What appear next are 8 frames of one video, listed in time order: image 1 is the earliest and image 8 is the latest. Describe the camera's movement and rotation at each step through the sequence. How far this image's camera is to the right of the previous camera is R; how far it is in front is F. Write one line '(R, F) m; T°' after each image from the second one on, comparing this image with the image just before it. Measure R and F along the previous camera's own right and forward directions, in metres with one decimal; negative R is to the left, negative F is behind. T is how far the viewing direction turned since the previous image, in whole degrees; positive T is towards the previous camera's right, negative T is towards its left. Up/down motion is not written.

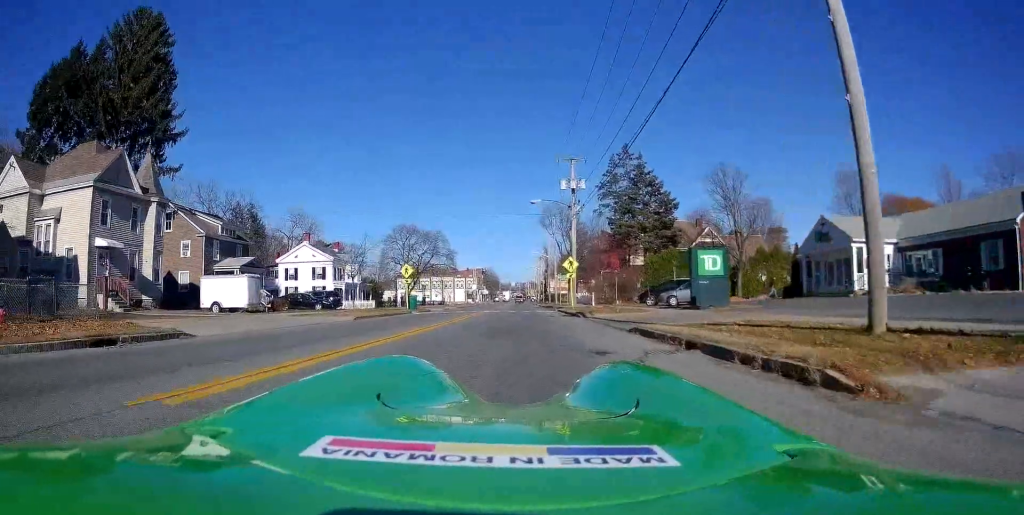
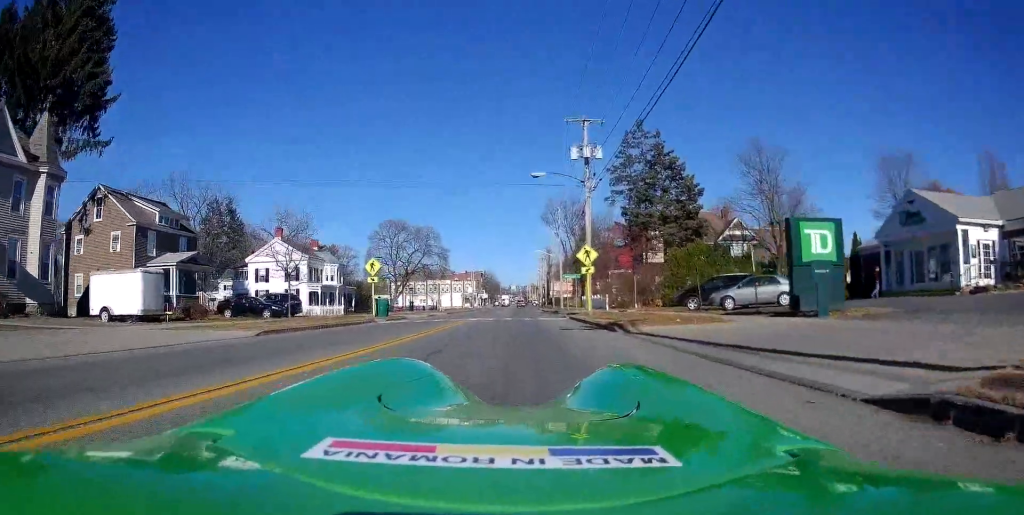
(-0.2, +10.2) m; -1°
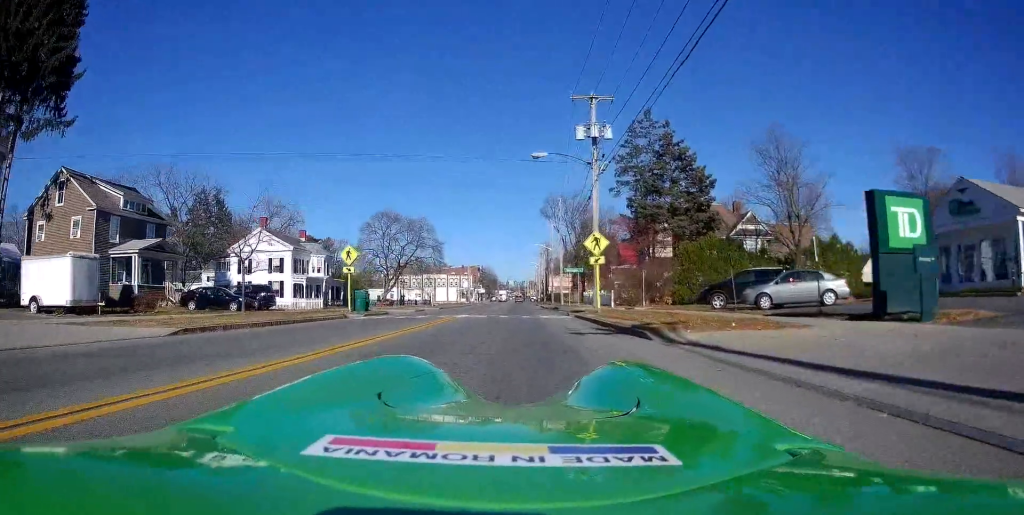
(+0.1, +4.3) m; -1°
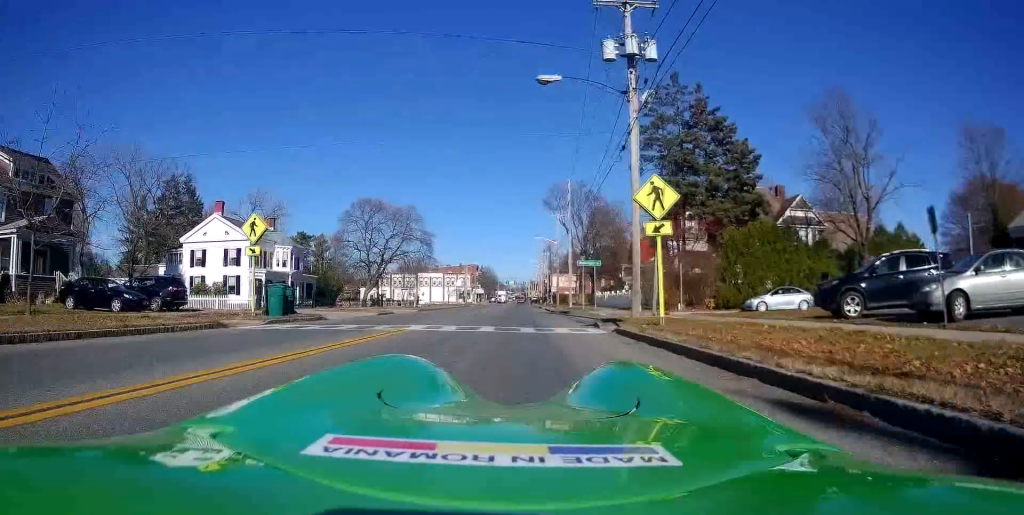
(-0.4, +11.1) m; 0°
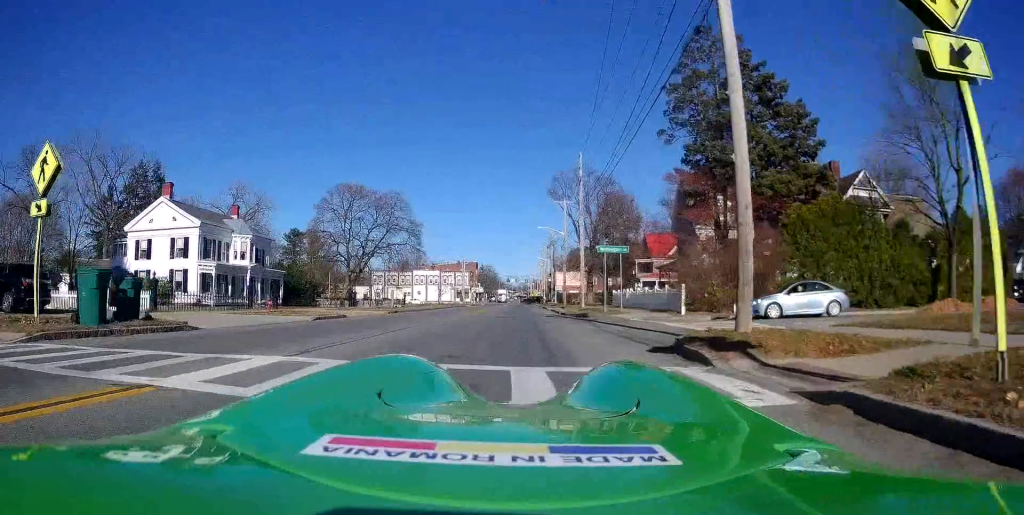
(+0.4, +9.9) m; +1°
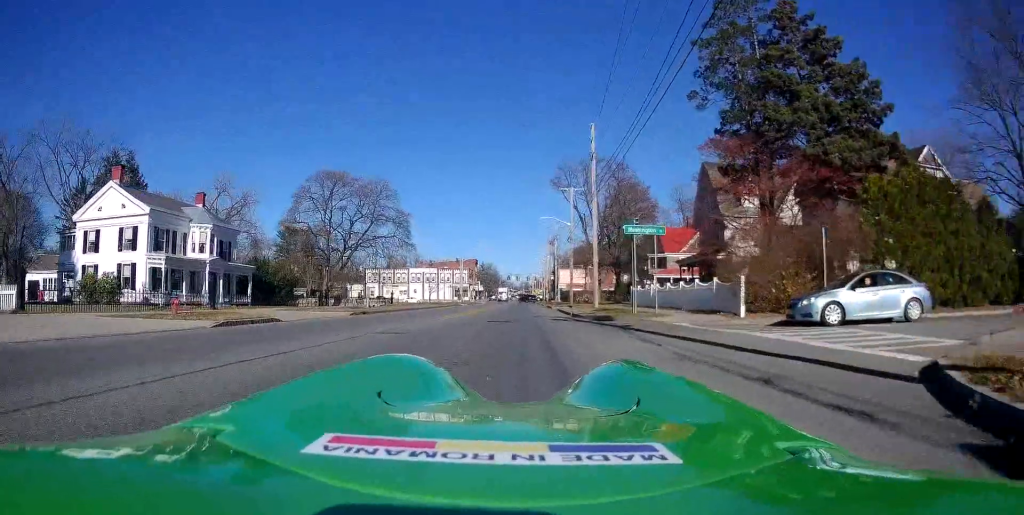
(-0.2, +7.4) m; 0°
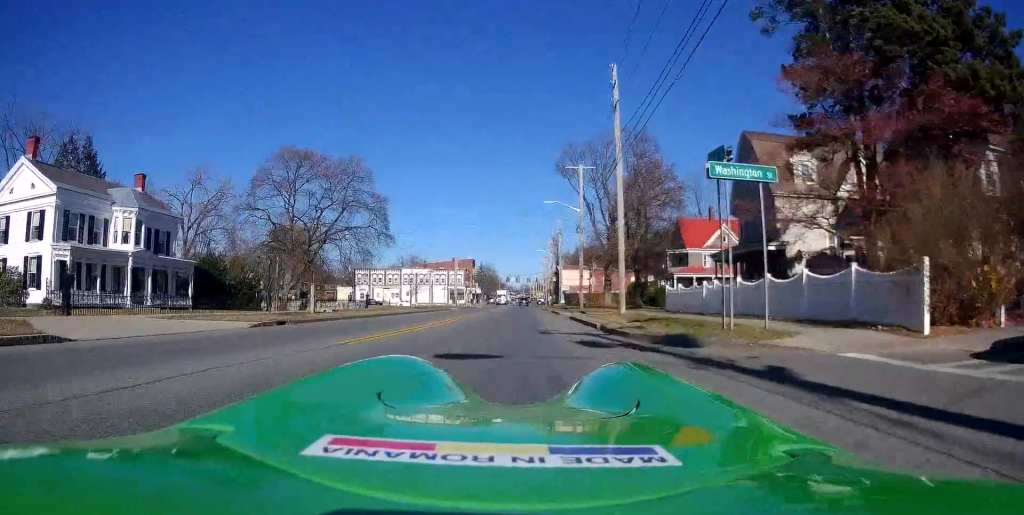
(+0.2, +10.0) m; +1°
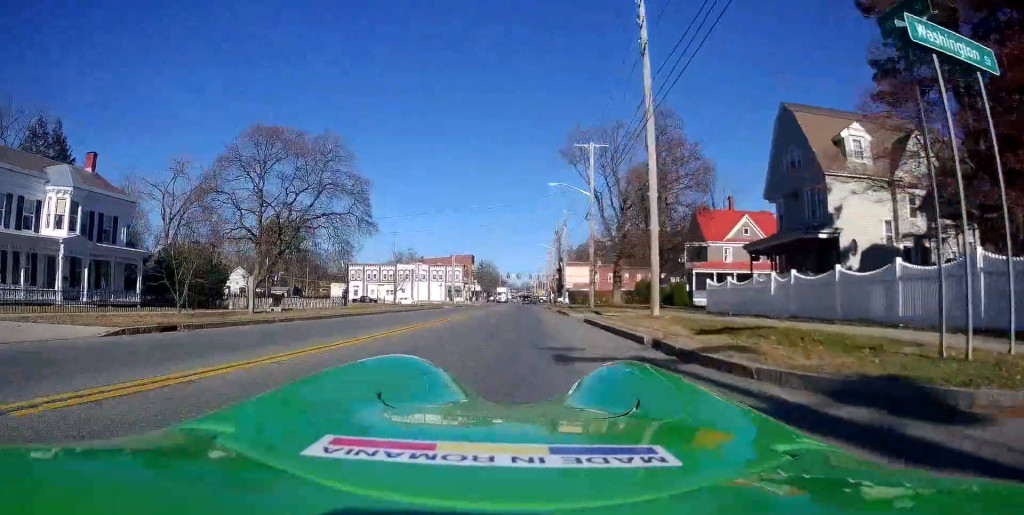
(-0.1, +7.1) m; -1°
